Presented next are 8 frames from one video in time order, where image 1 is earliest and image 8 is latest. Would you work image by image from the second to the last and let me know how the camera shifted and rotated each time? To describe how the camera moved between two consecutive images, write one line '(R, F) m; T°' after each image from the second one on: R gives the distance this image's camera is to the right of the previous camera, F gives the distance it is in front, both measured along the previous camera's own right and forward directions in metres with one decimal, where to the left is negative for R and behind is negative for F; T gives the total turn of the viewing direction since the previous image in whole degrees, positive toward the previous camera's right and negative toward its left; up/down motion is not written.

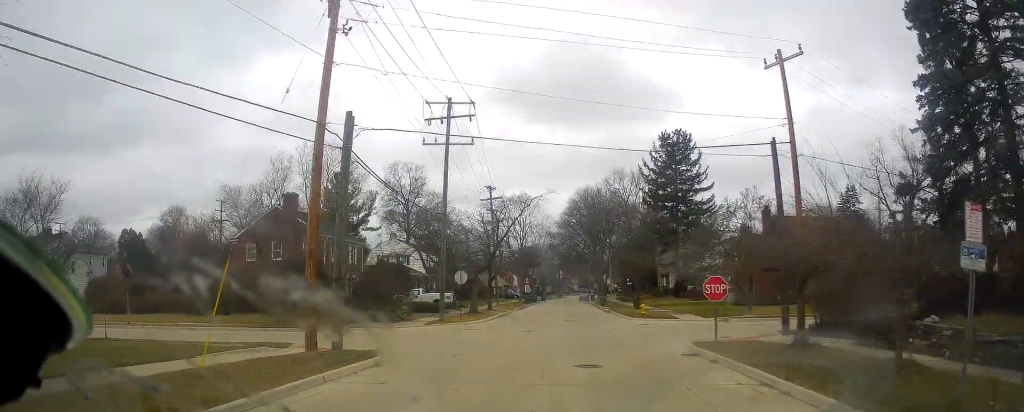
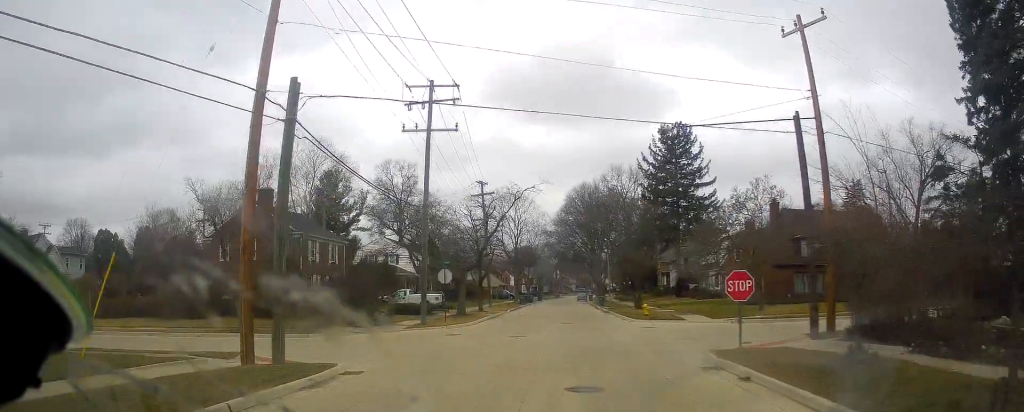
(+0.1, +3.0) m; +2°
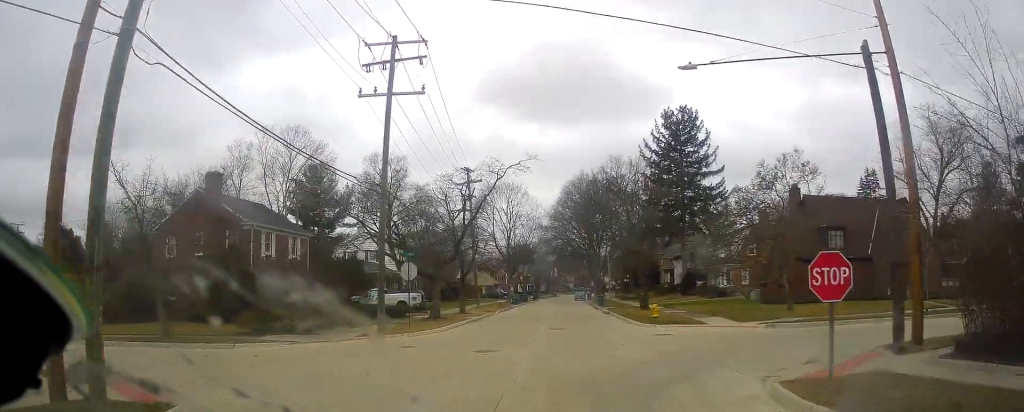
(+0.2, +6.0) m; +2°
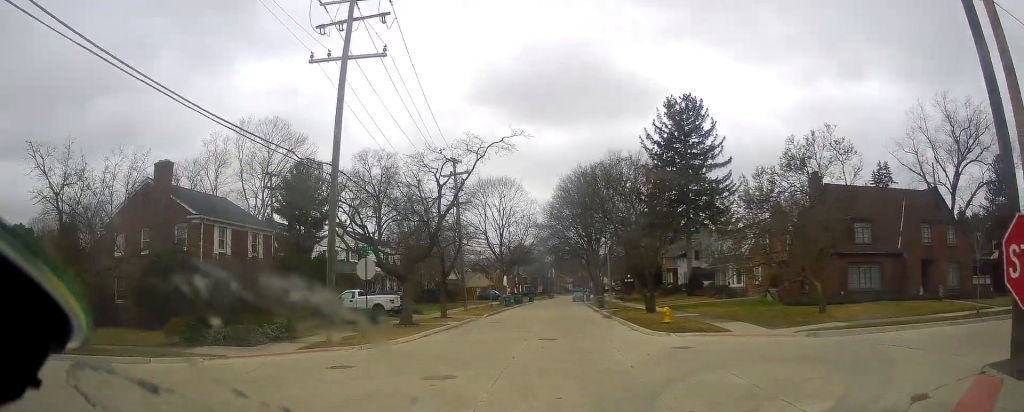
(0.0, +5.5) m; +1°
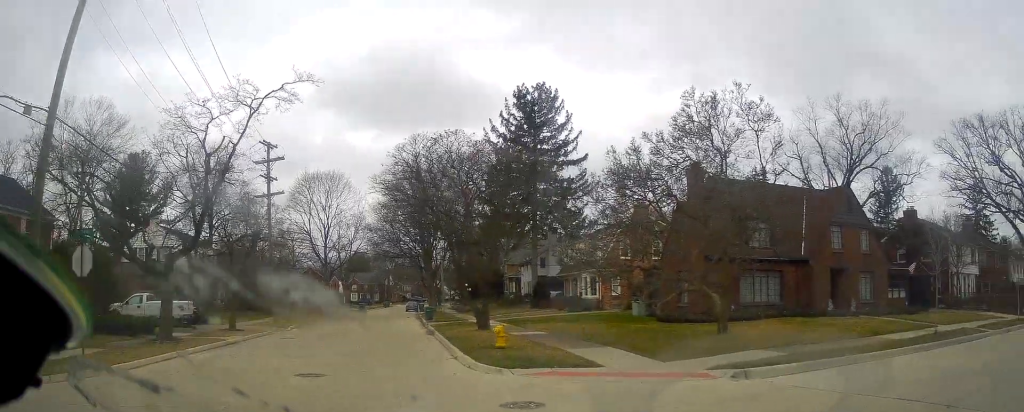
(+1.3, +11.2) m; +22°
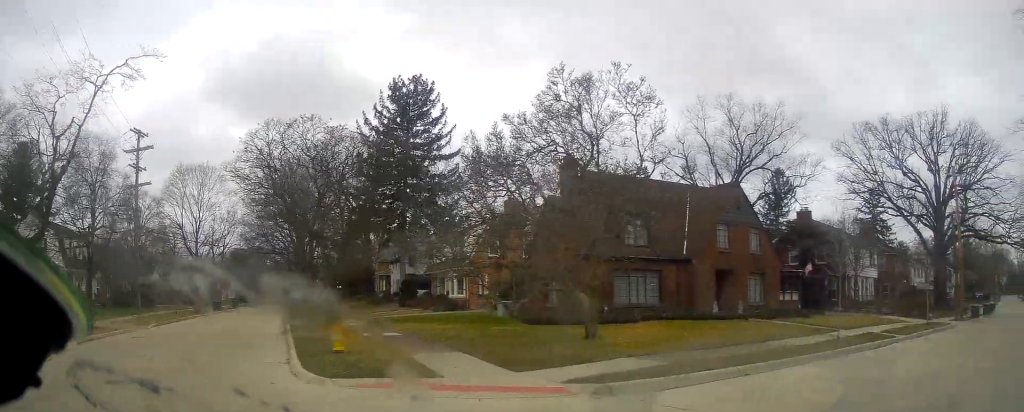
(+0.1, +2.3) m; +10°
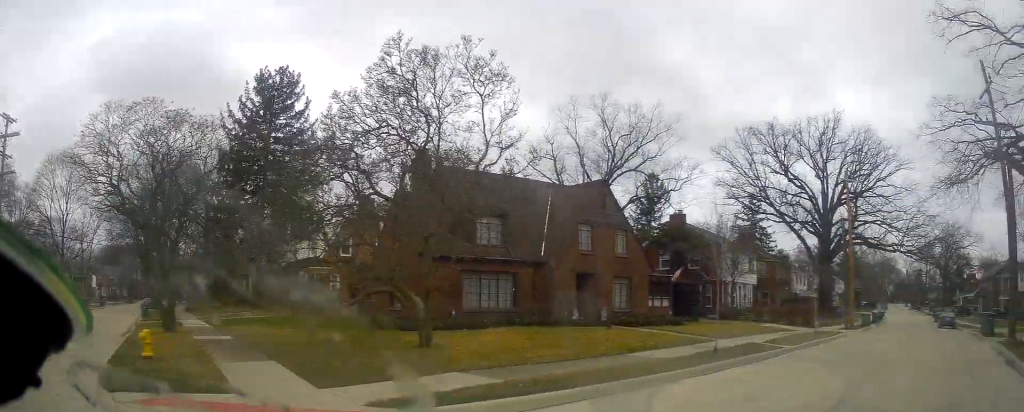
(+0.3, +2.1) m; +8°
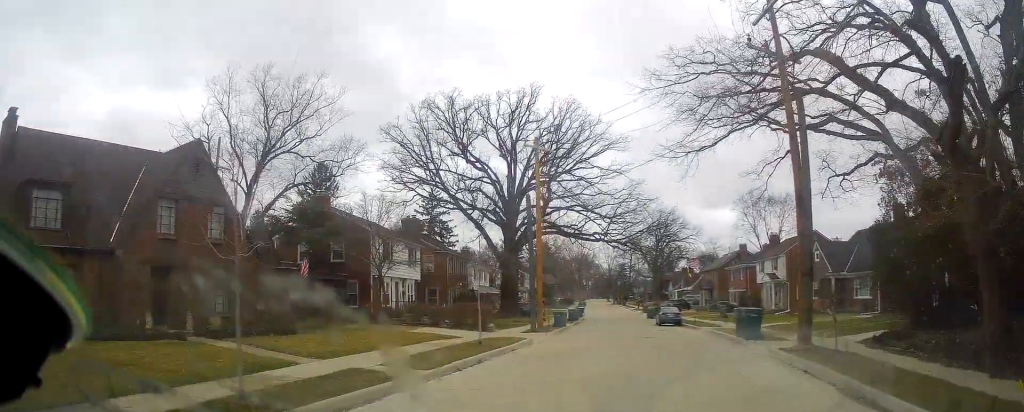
(+1.3, +7.1) m; +19°
